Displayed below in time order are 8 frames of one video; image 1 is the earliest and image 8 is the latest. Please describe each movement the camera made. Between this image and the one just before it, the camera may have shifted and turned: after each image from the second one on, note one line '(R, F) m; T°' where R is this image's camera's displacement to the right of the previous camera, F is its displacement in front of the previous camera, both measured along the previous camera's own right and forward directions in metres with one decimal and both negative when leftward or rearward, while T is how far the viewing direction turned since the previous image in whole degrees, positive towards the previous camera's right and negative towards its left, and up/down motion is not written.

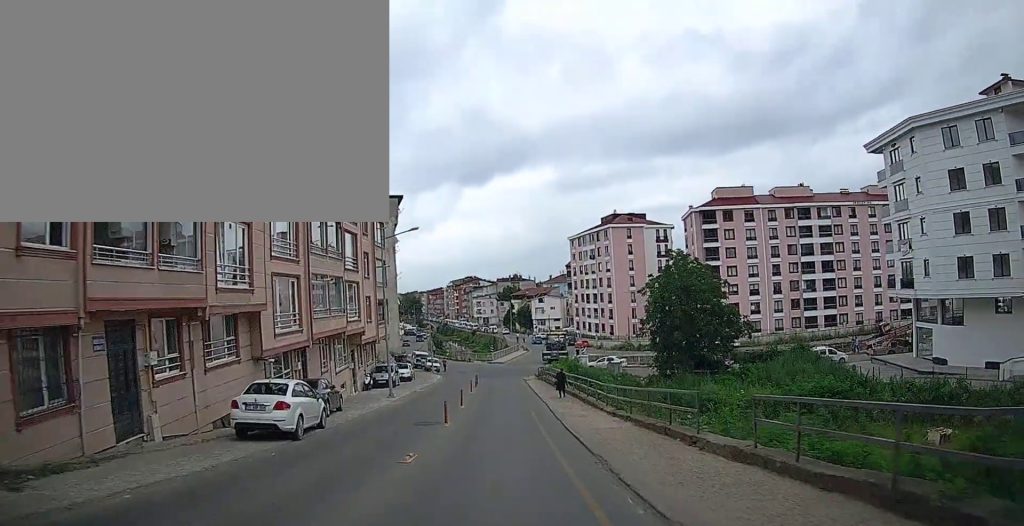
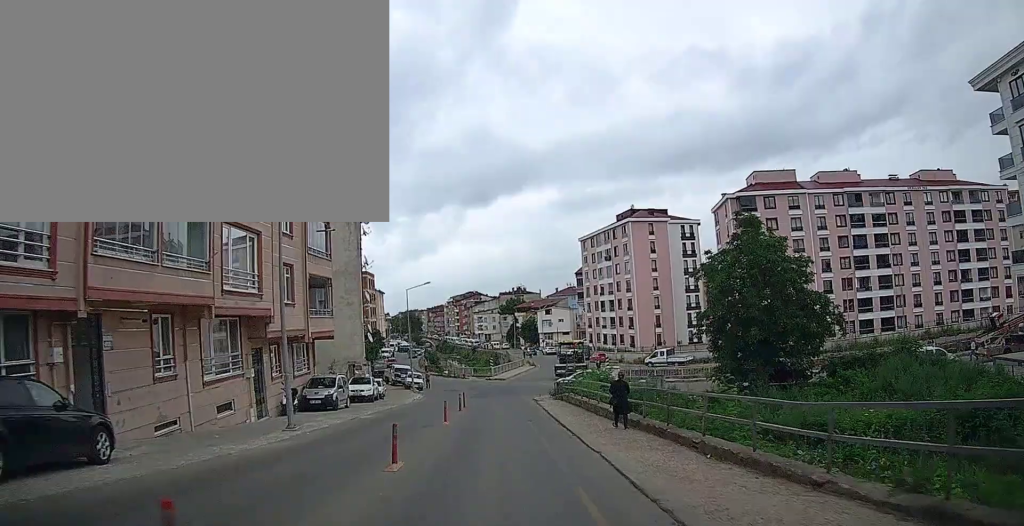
(0.0, +14.7) m; 0°
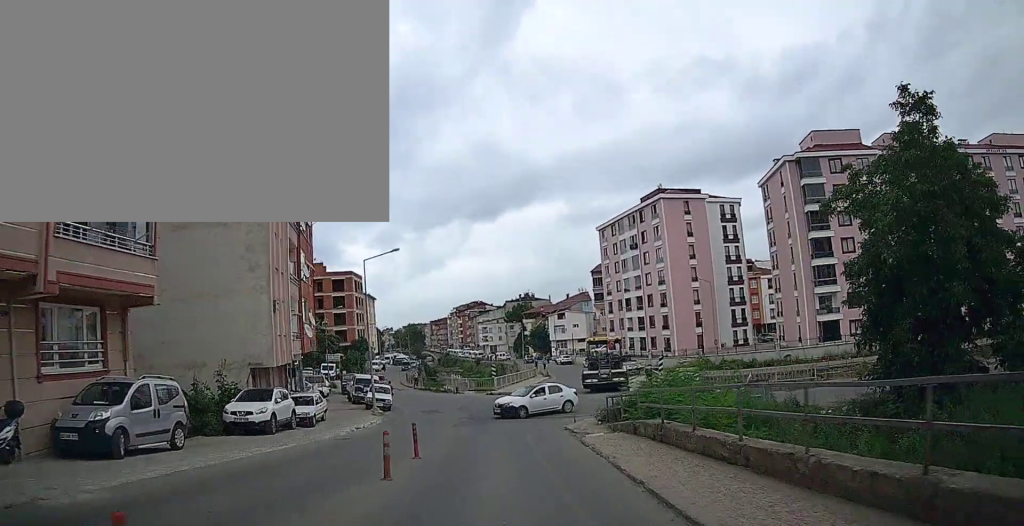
(-0.2, +17.4) m; -3°
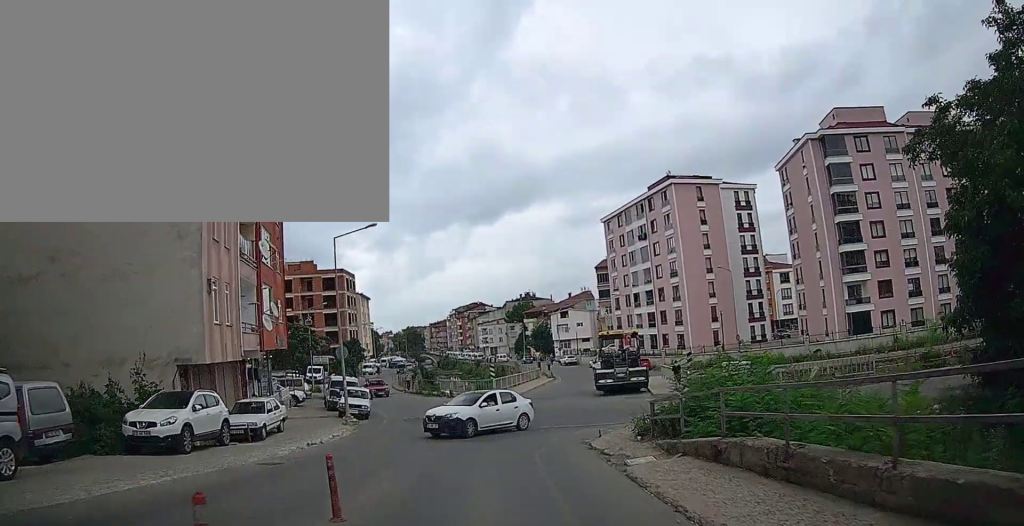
(-0.4, +6.4) m; -1°
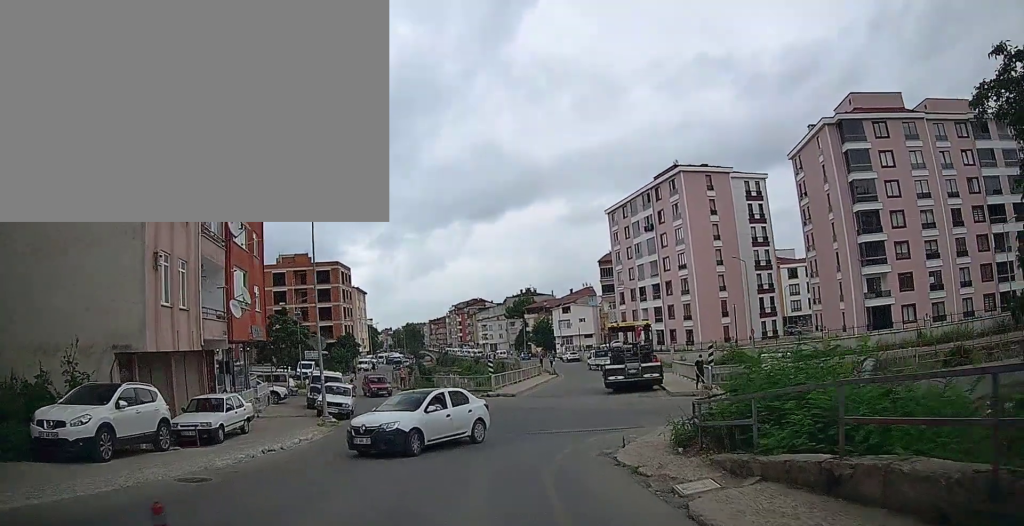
(+0.1, +3.2) m; +1°
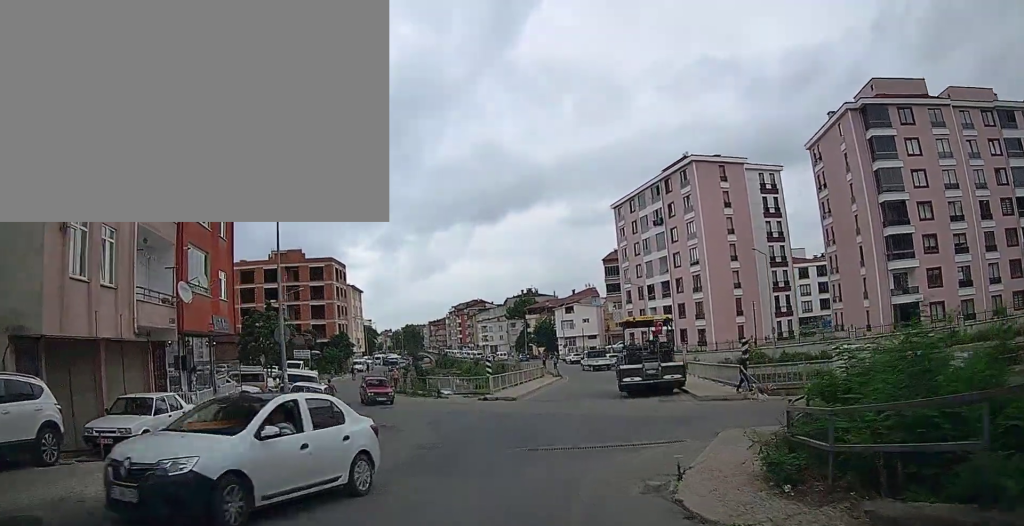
(+0.2, +4.8) m; +1°
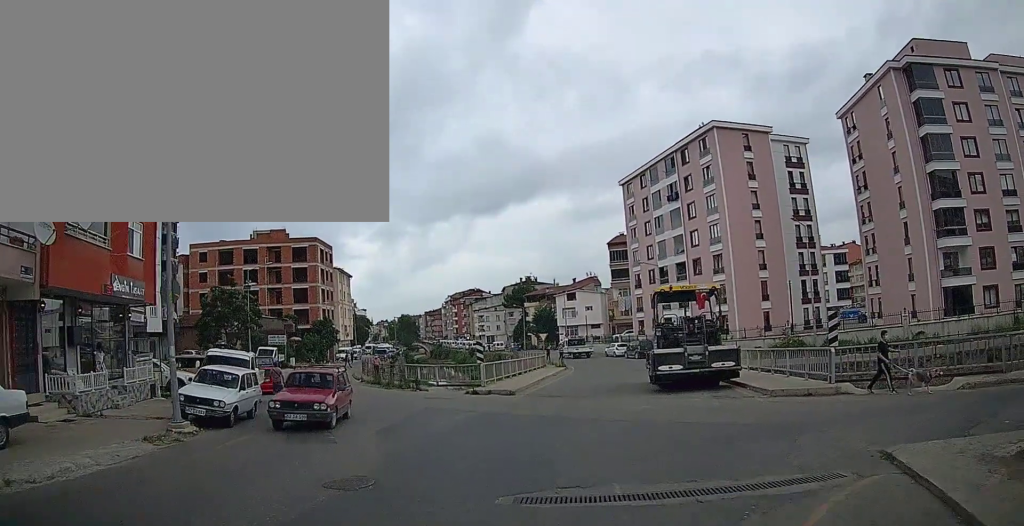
(-0.2, +7.2) m; -2°
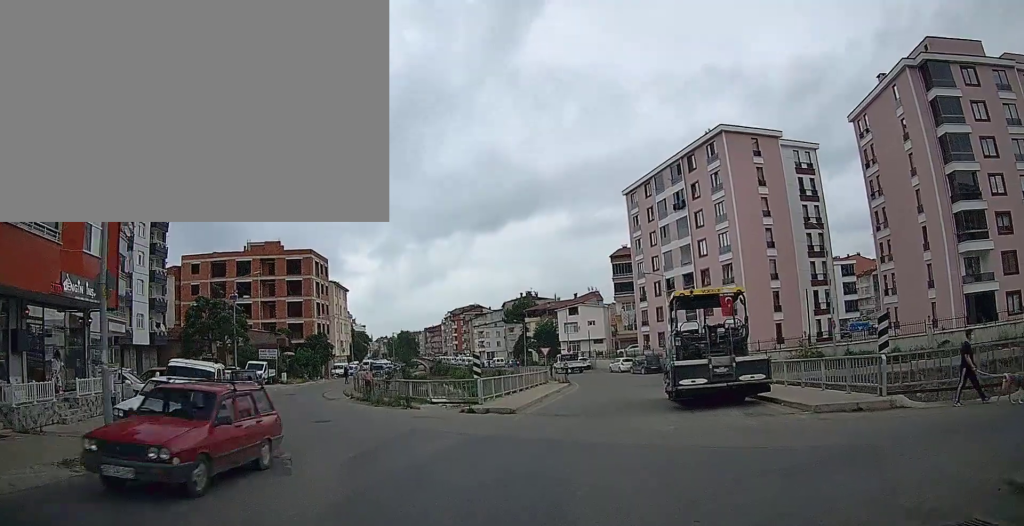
(-0.1, +2.5) m; 0°
